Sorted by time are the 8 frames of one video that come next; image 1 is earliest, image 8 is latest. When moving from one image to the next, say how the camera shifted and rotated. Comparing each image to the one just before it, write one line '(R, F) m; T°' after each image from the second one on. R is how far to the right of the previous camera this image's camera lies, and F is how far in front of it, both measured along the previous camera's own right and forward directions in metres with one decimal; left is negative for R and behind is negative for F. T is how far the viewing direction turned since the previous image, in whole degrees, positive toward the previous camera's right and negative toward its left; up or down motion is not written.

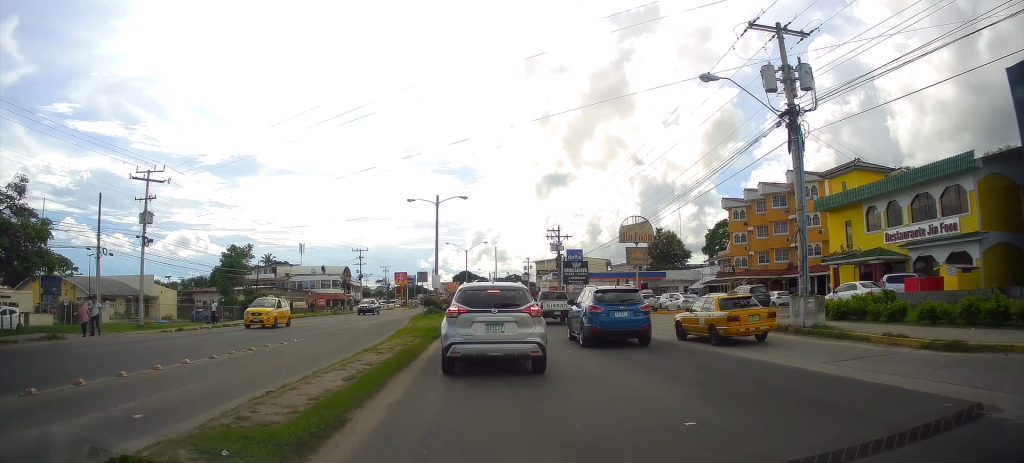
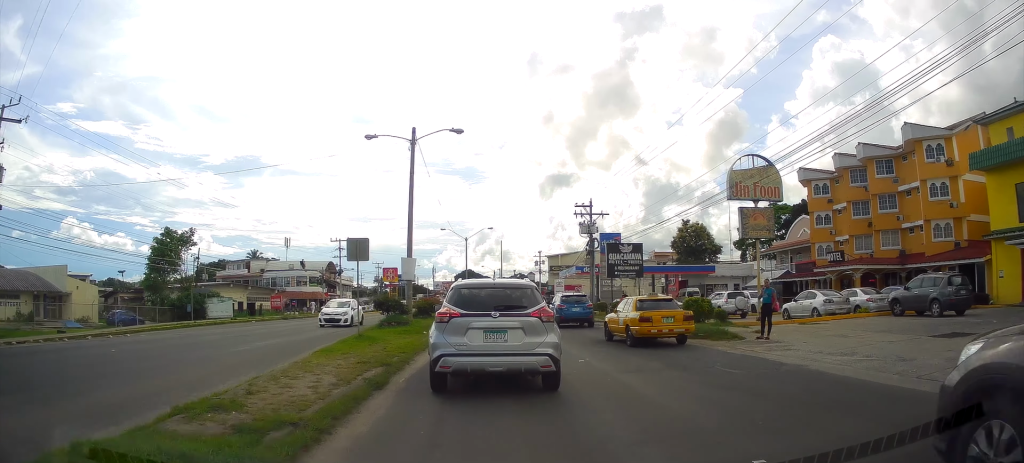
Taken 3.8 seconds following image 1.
(-0.1, +19.7) m; +1°
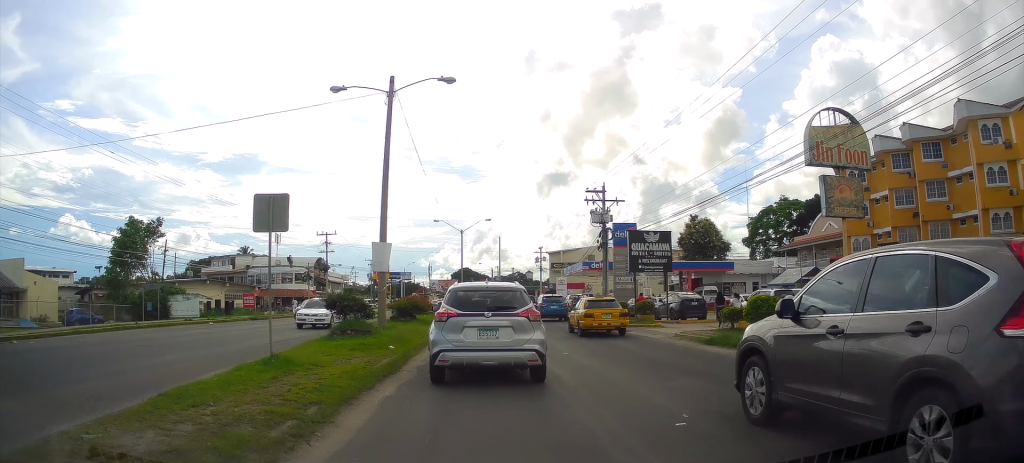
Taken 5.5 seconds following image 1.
(+0.2, +7.3) m; 0°
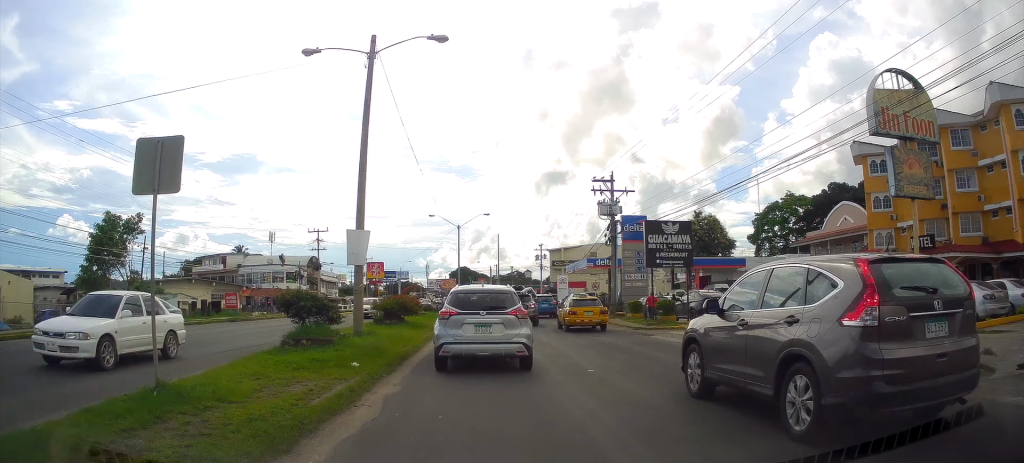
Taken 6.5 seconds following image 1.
(-0.1, +4.2) m; -1°
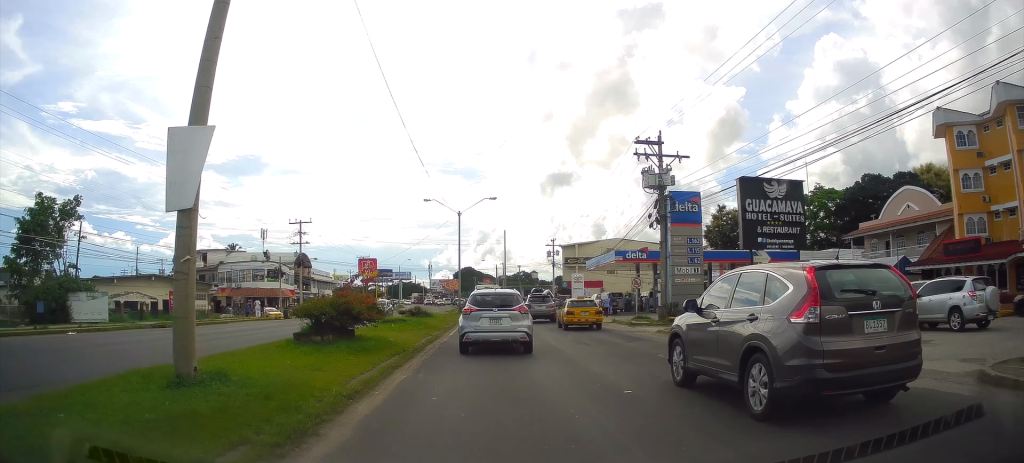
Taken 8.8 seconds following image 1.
(-0.1, +10.6) m; -1°
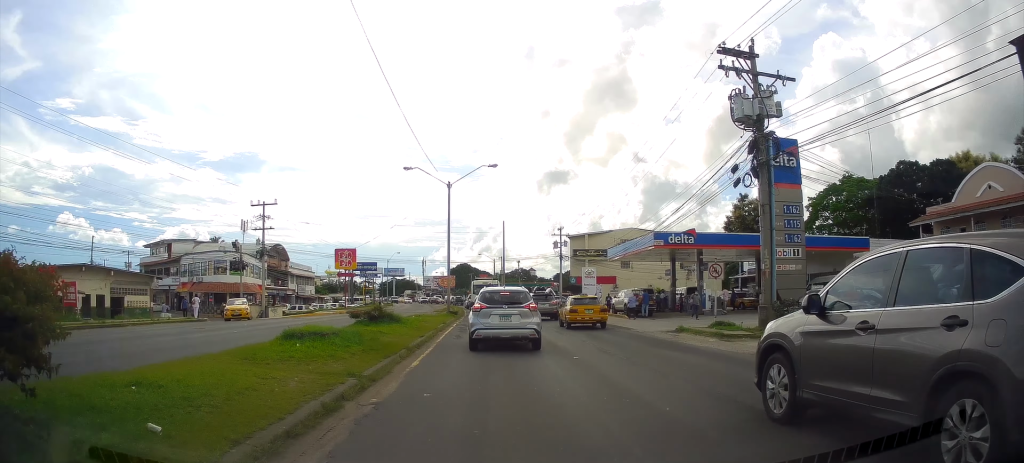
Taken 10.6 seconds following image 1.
(-0.1, +10.3) m; +1°
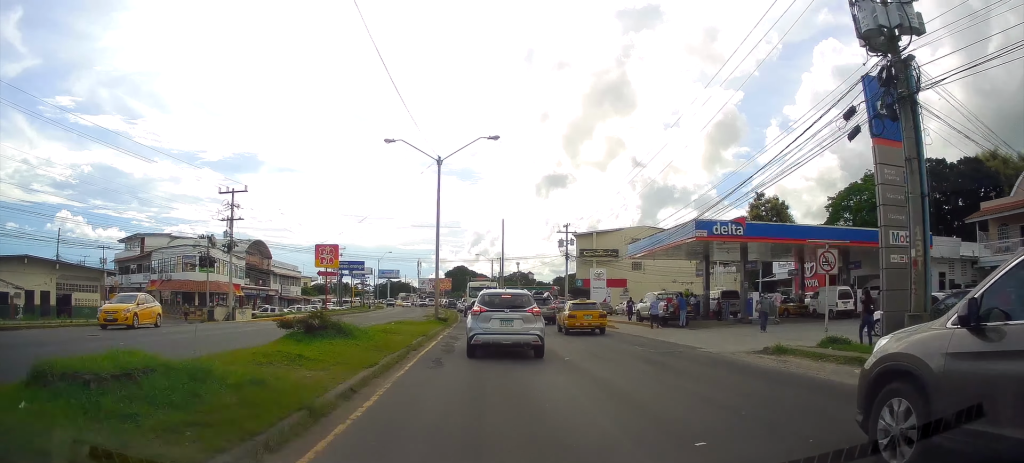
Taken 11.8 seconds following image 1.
(0.0, +6.8) m; +1°
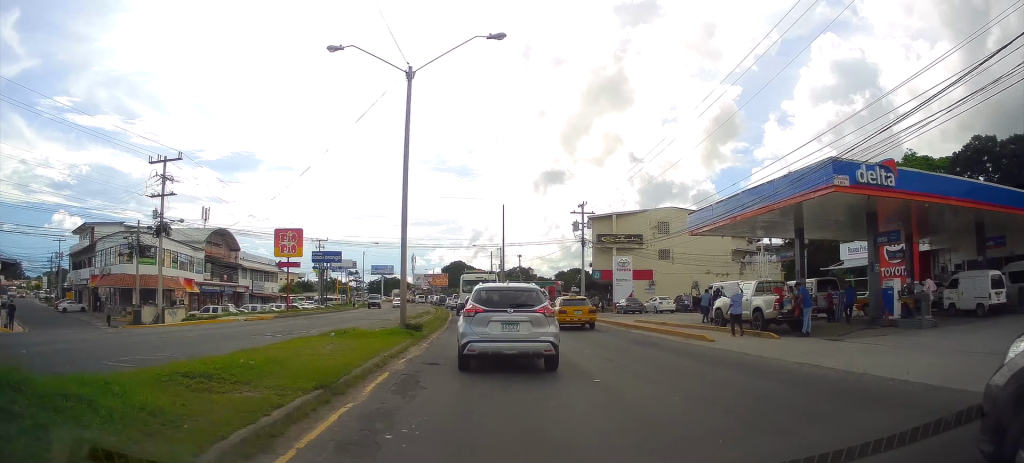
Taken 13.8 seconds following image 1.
(+0.4, +11.6) m; +1°
